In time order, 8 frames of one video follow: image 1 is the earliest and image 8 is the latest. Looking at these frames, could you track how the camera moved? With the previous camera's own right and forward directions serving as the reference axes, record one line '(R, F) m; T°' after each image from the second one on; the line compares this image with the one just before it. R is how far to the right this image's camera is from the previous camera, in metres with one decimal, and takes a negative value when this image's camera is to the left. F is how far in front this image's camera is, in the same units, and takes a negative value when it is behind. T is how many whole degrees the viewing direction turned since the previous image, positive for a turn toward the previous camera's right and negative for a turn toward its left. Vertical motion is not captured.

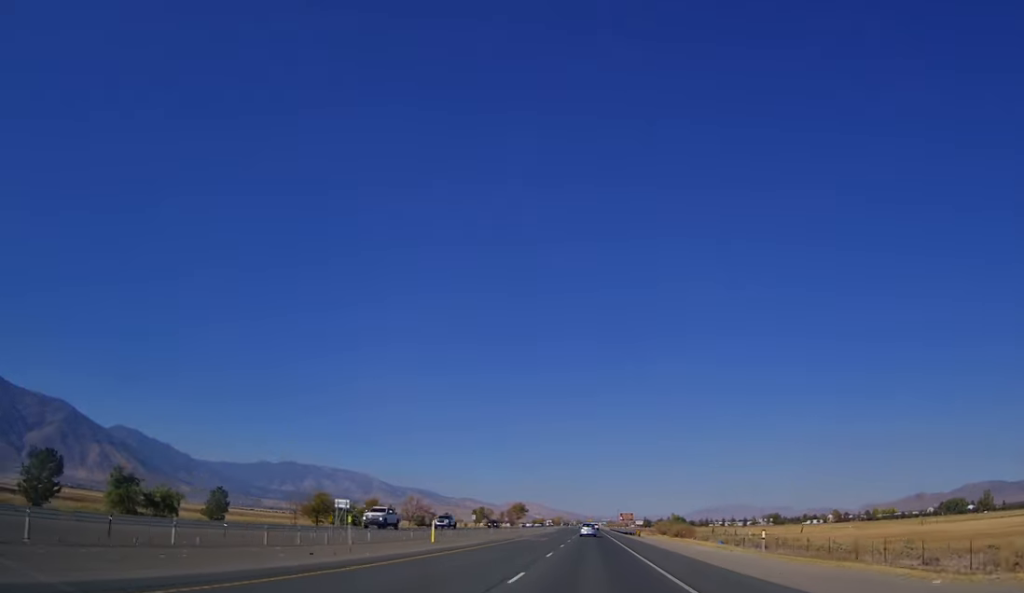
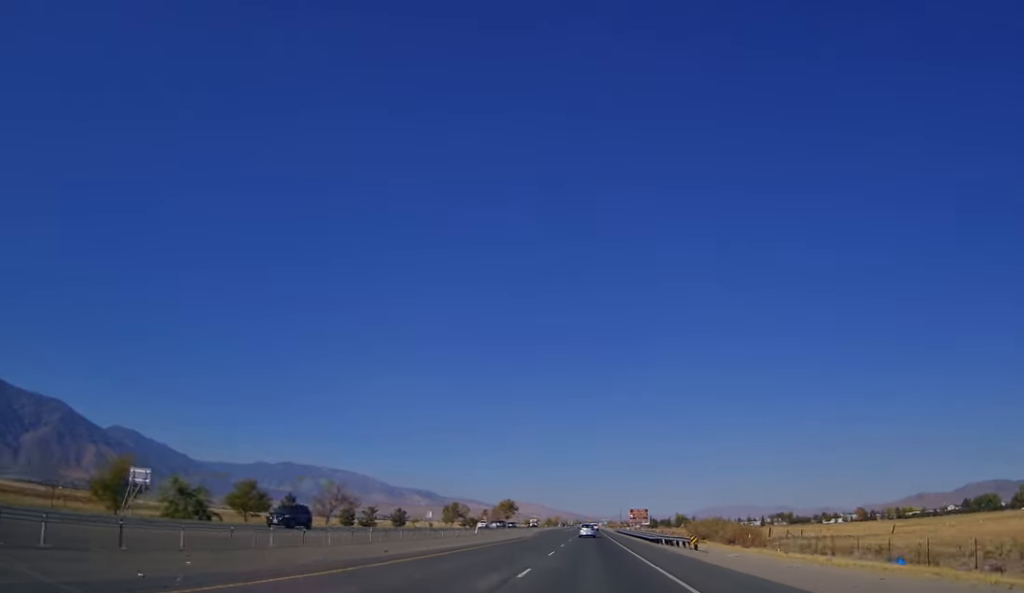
(-0.2, +47.6) m; 0°
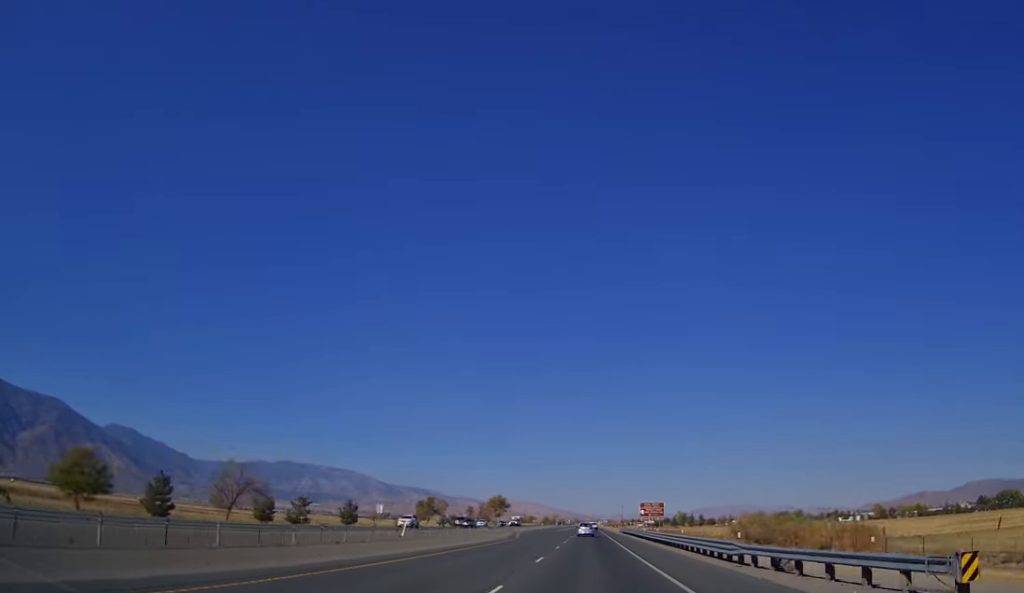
(+0.2, +29.8) m; 0°
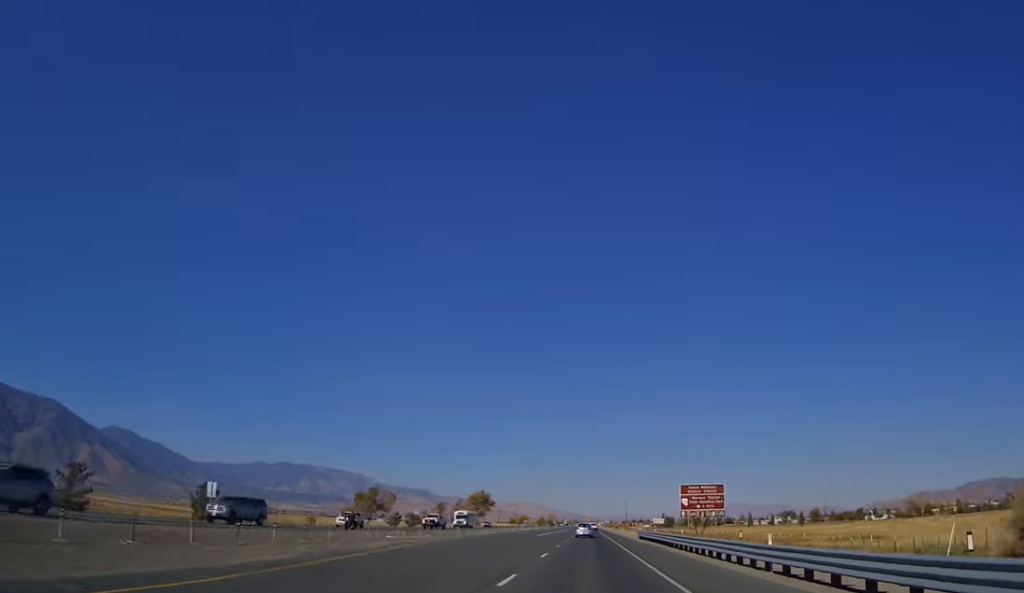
(+0.1, +45.8) m; 0°
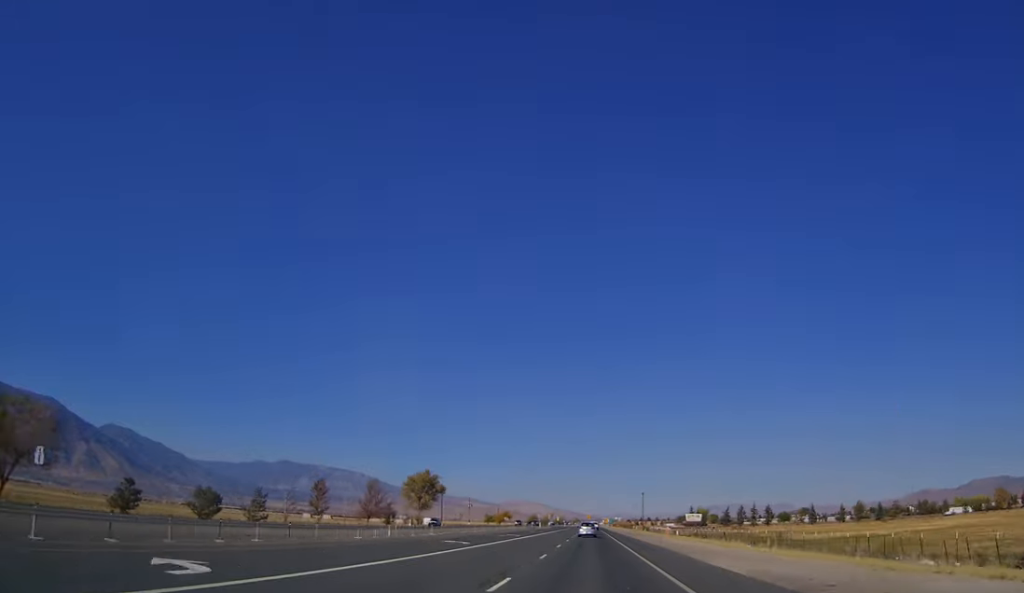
(0.0, +87.3) m; 0°
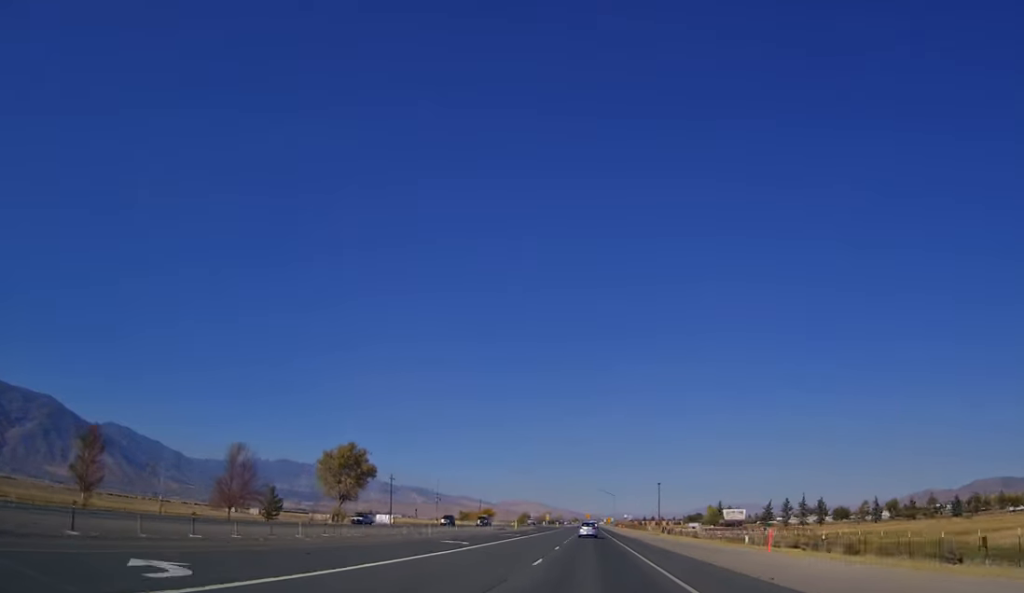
(0.0, +52.8) m; 0°
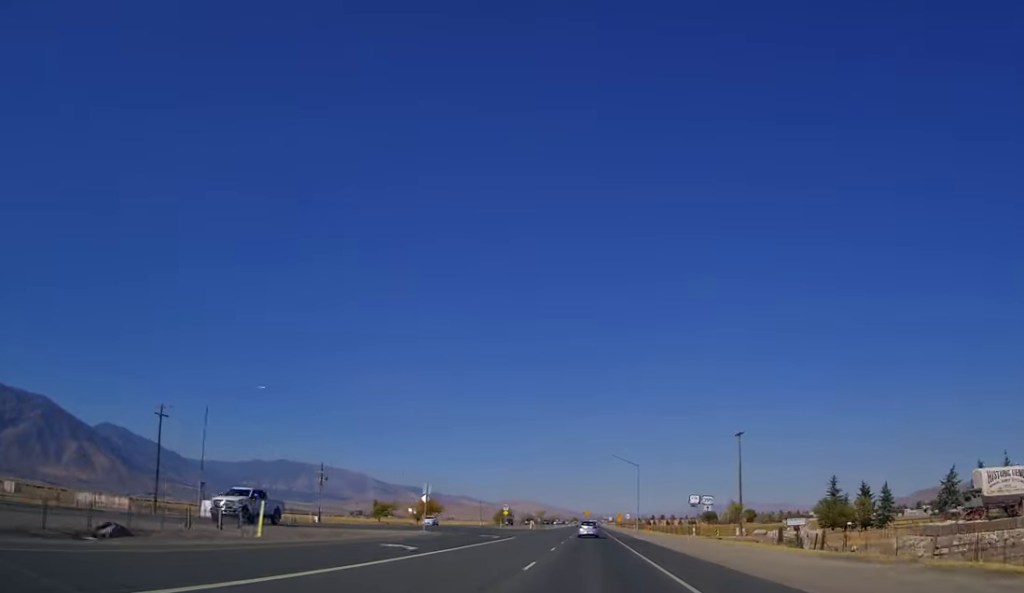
(-0.6, +88.4) m; -1°
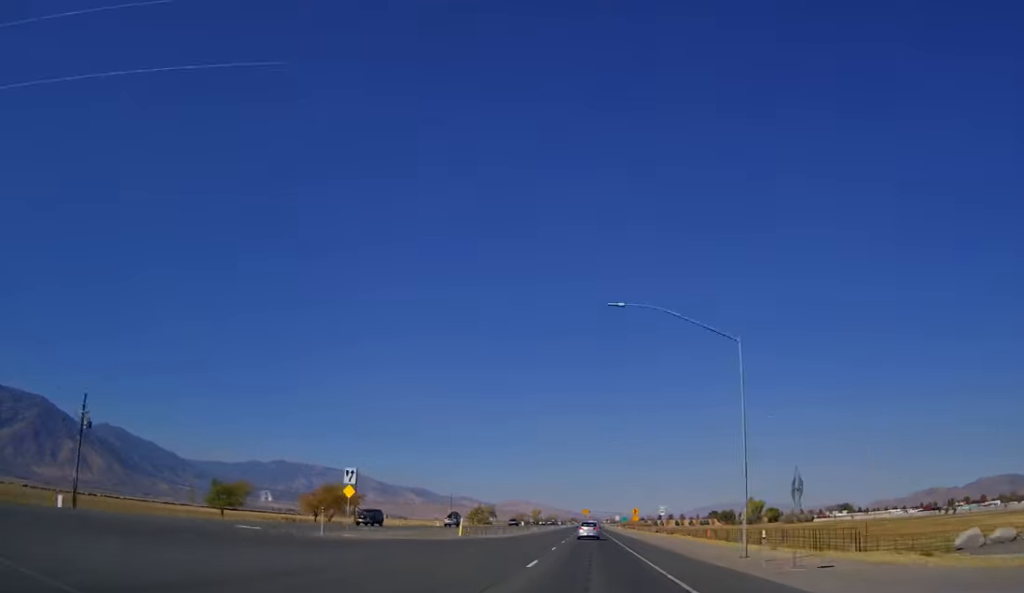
(-0.2, +60.2) m; 0°
